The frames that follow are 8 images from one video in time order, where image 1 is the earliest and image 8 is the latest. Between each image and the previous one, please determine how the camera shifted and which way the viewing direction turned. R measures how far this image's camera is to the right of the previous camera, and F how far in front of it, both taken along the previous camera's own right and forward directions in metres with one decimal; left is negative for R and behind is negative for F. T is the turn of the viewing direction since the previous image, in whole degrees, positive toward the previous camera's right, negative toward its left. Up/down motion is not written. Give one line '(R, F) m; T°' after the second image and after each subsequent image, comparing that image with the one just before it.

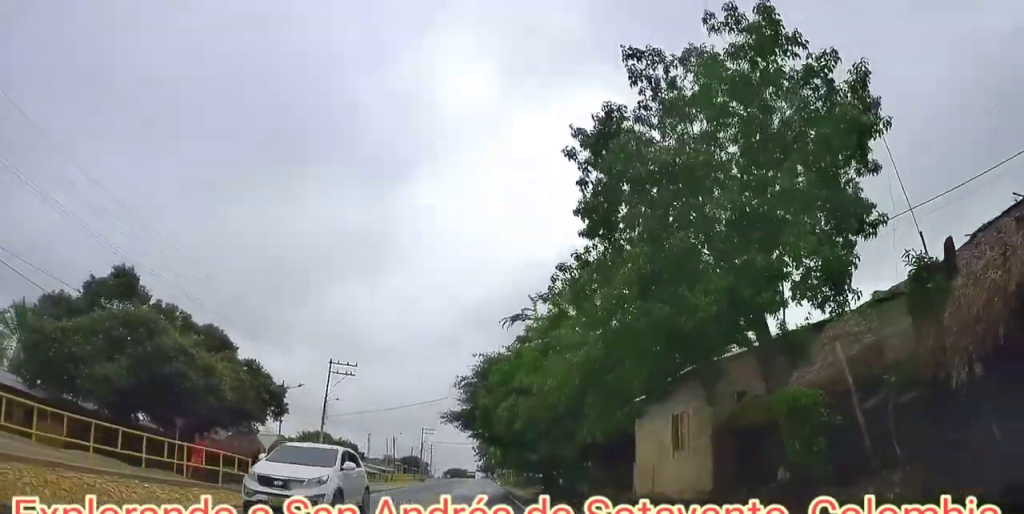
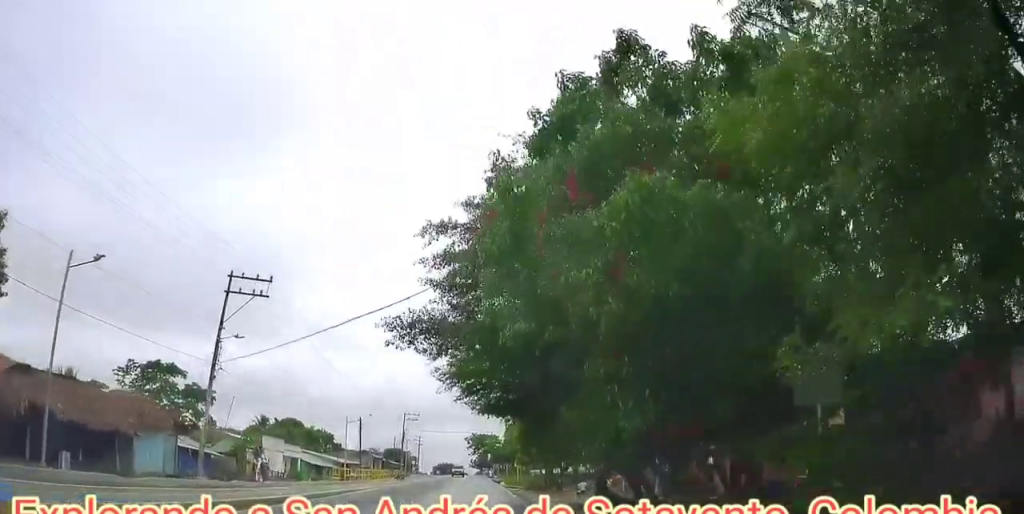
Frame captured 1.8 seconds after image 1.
(+0.7, +20.5) m; +2°
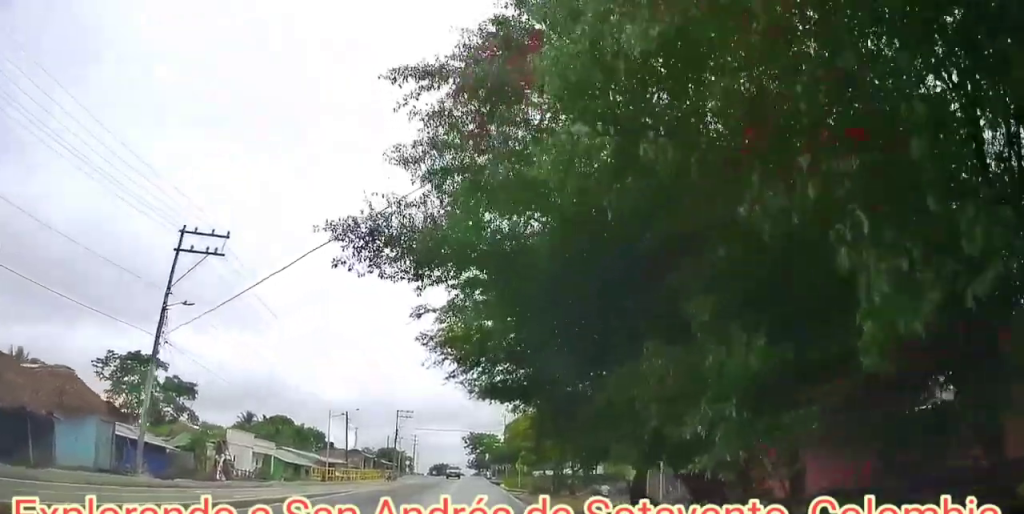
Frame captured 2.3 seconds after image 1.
(-0.1, +5.5) m; -1°
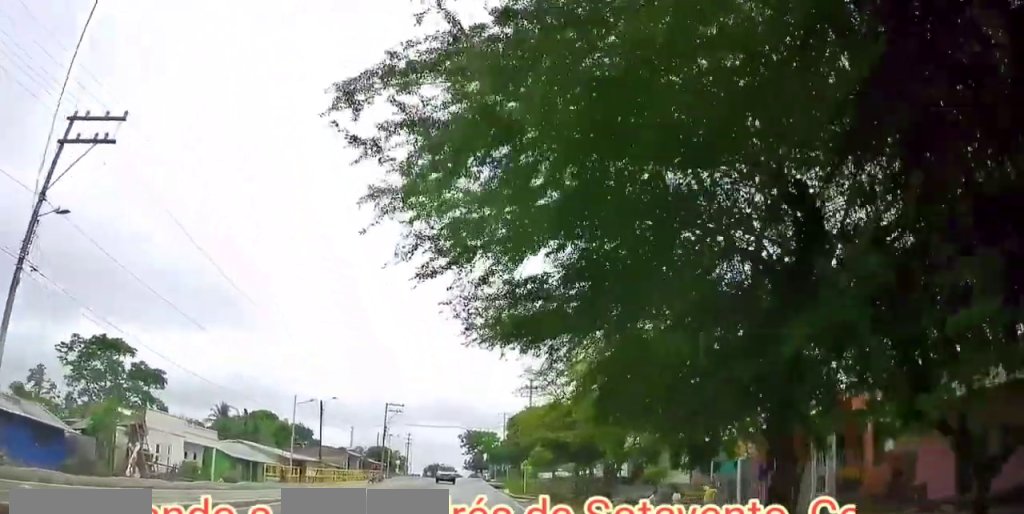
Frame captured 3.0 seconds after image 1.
(0.0, +8.2) m; -1°
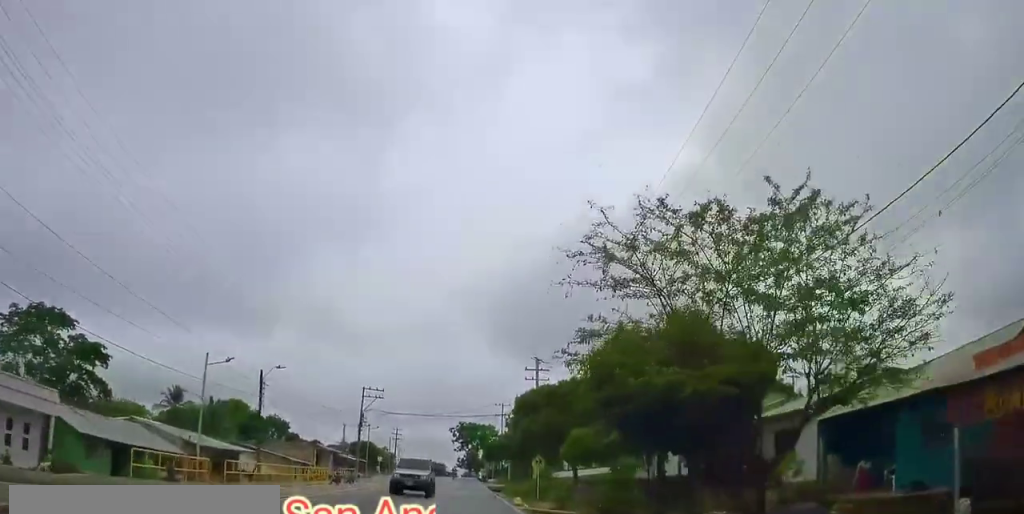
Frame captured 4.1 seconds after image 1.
(-0.2, +12.3) m; +2°
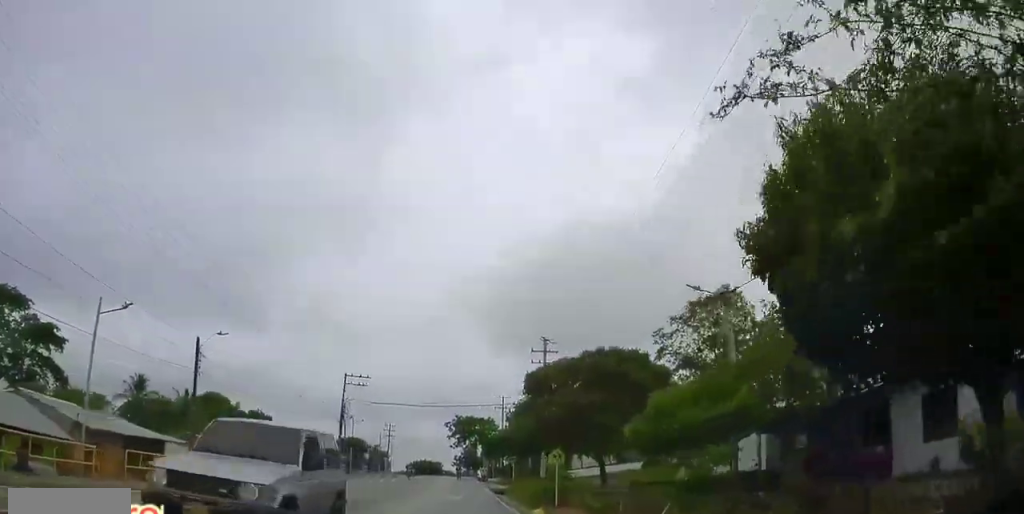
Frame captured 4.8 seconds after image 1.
(+0.3, +8.0) m; +1°
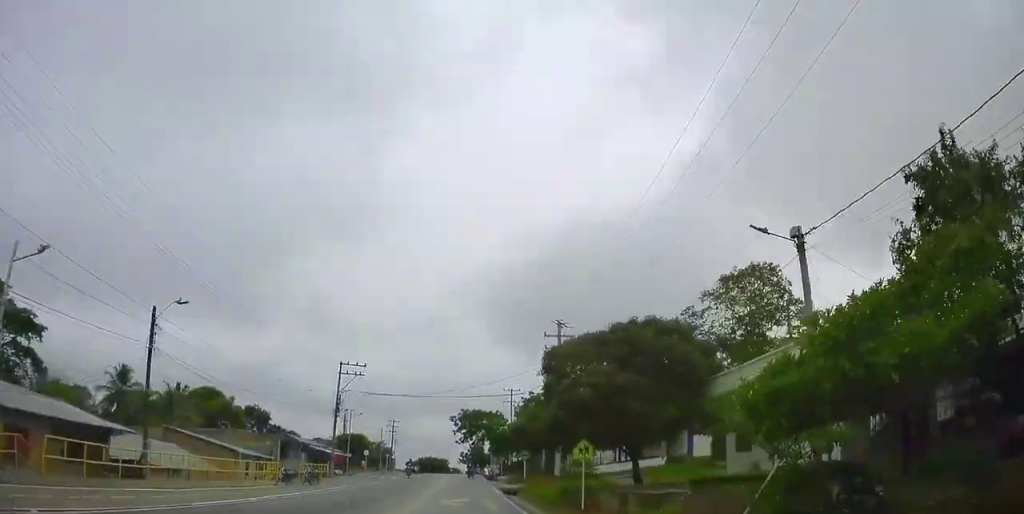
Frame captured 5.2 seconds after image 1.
(+0.4, +4.6) m; 0°
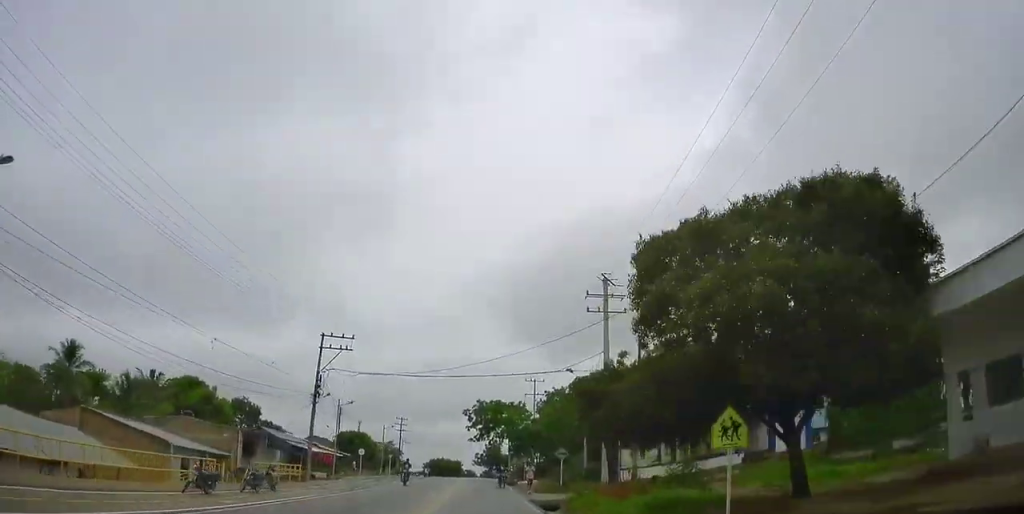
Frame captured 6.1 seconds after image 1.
(-0.5, +11.6) m; -2°
